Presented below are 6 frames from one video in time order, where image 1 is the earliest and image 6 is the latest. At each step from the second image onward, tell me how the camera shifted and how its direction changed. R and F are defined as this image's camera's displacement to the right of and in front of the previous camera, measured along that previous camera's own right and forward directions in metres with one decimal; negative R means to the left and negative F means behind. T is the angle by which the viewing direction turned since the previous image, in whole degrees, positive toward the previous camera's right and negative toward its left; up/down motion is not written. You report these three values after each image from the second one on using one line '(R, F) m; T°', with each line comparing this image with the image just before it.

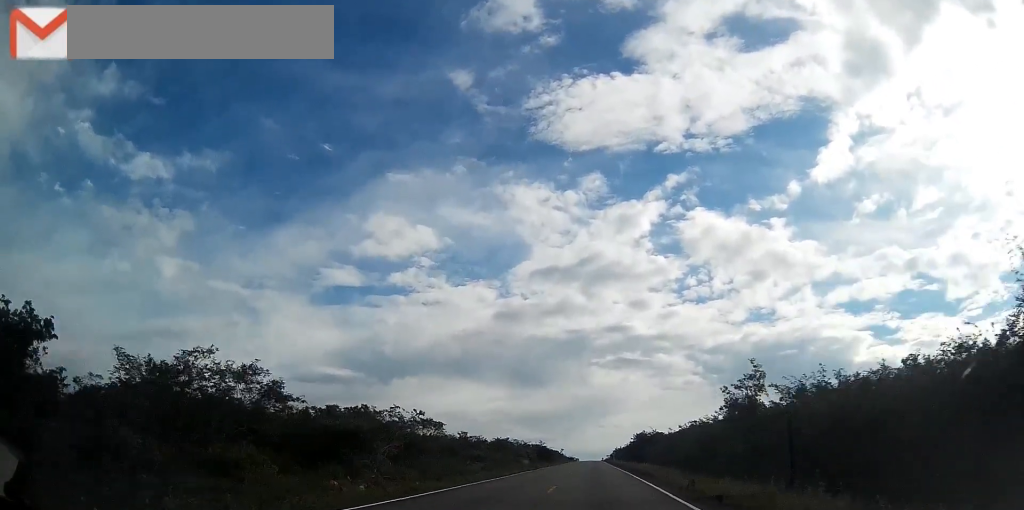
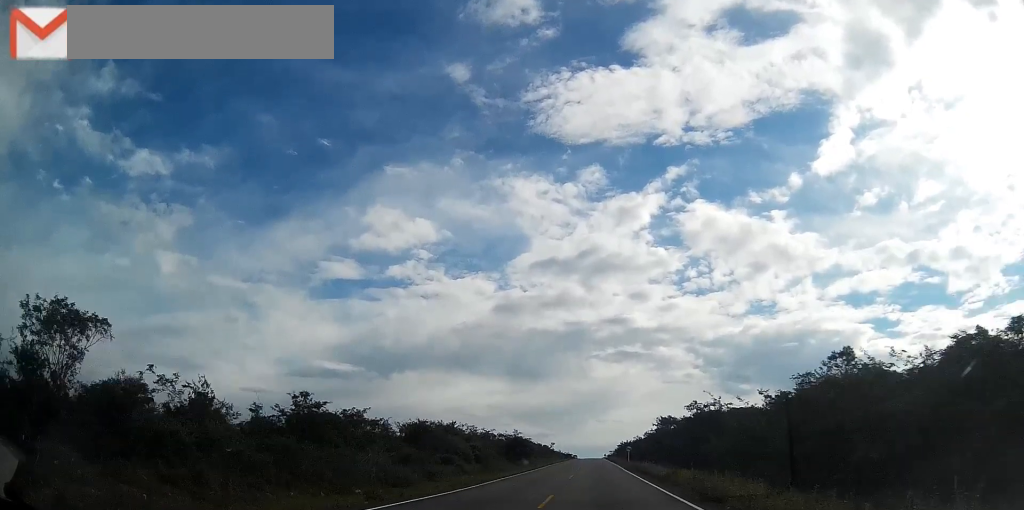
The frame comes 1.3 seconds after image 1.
(+0.1, +52.8) m; +1°
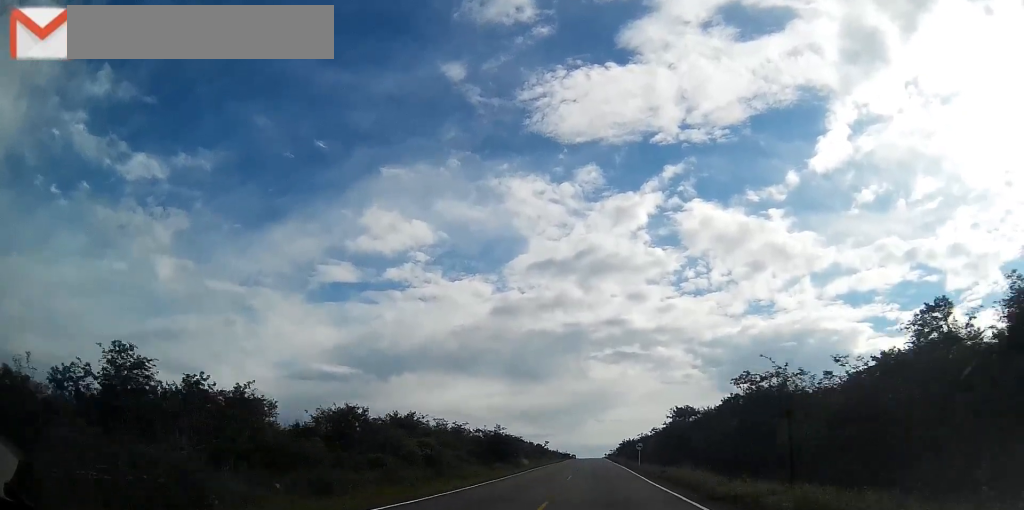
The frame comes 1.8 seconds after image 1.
(0.0, +17.4) m; +1°
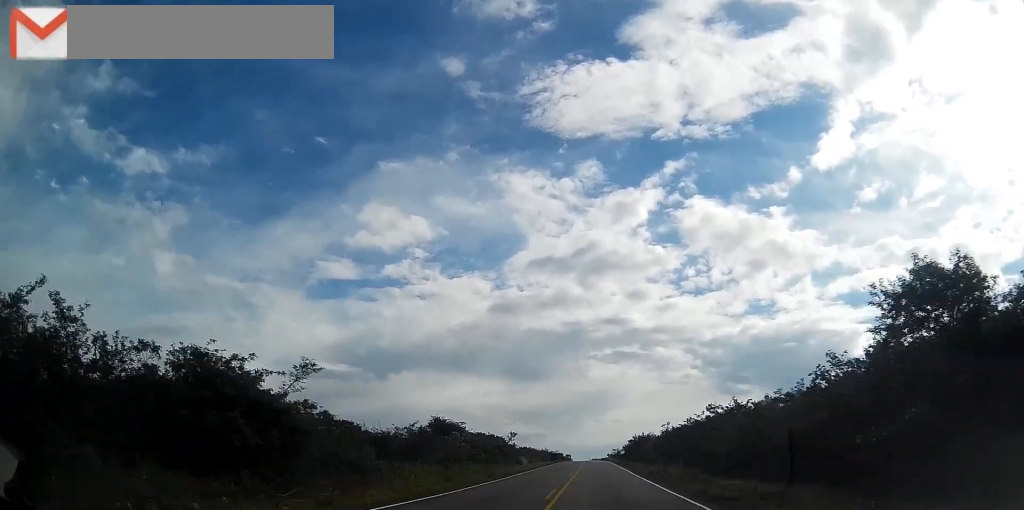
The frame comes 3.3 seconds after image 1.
(+0.5, +59.2) m; 0°
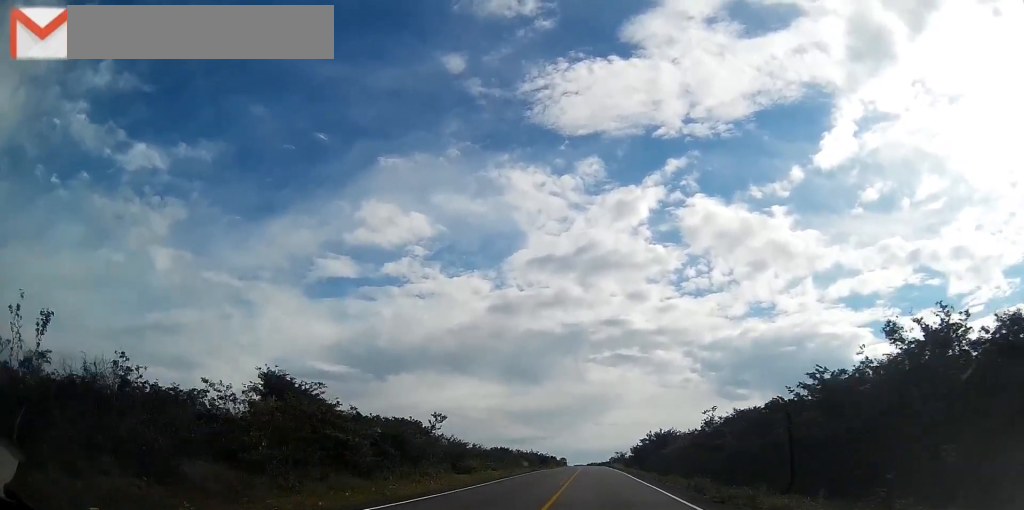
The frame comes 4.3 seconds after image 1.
(0.0, +39.9) m; 0°
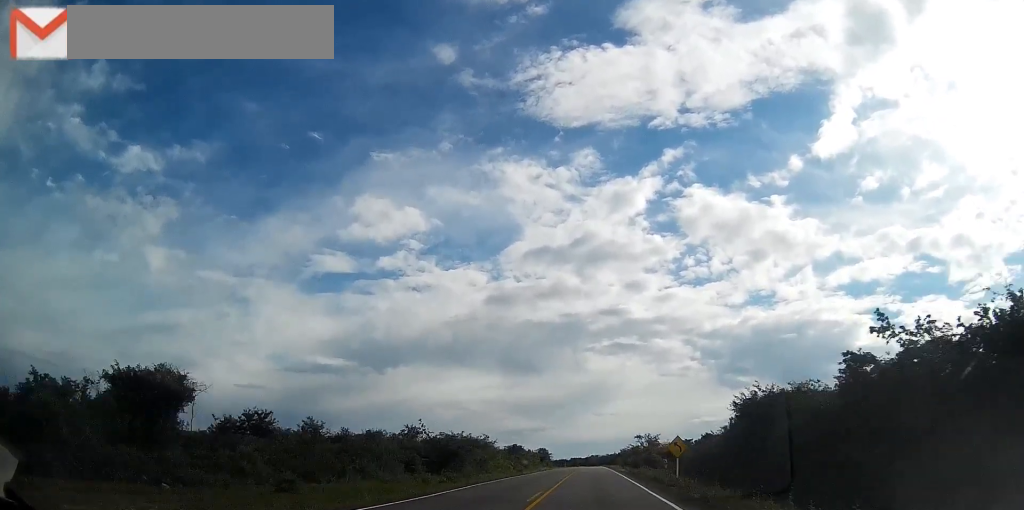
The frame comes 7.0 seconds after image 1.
(+0.3, +101.7) m; 0°
